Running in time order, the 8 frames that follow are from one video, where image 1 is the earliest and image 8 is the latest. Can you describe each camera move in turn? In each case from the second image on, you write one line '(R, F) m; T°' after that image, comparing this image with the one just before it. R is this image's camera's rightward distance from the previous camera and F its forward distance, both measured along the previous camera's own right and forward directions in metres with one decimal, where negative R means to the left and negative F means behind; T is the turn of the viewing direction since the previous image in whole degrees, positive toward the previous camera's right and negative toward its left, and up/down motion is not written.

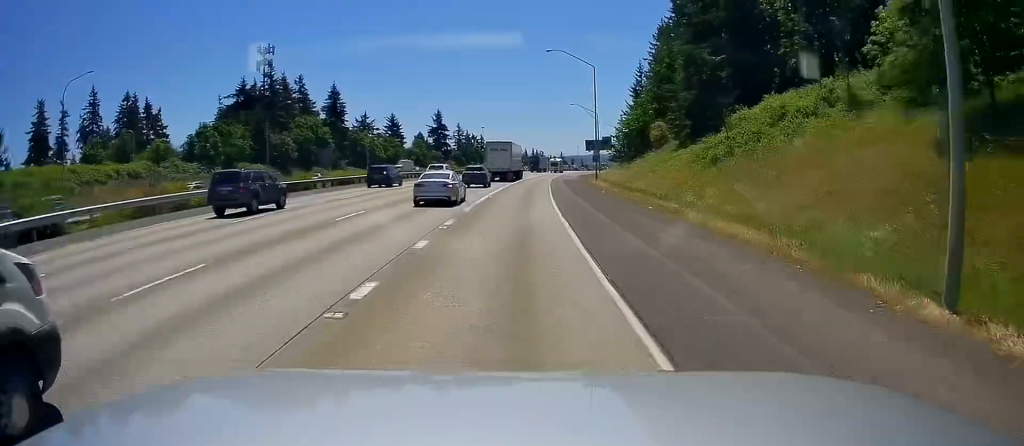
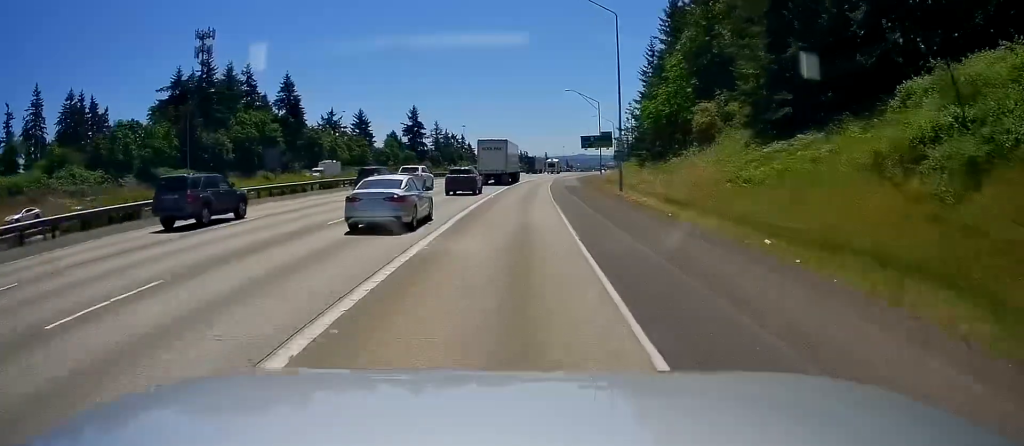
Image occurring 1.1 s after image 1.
(+0.5, +24.9) m; +2°
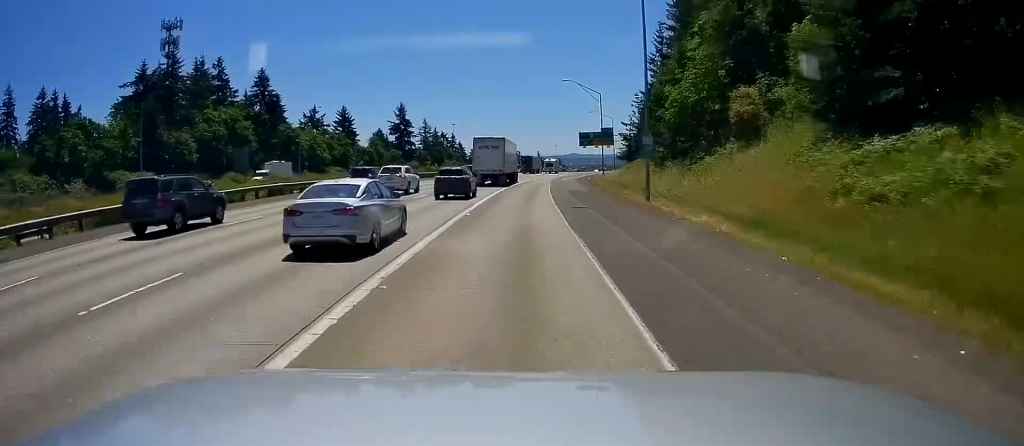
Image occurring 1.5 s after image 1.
(+0.1, +11.5) m; +1°
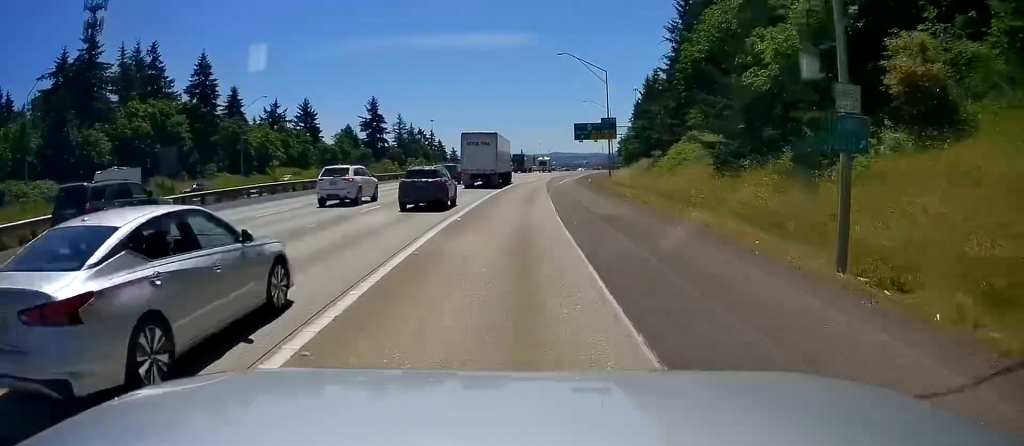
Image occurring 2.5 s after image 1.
(+0.3, +21.4) m; +2°
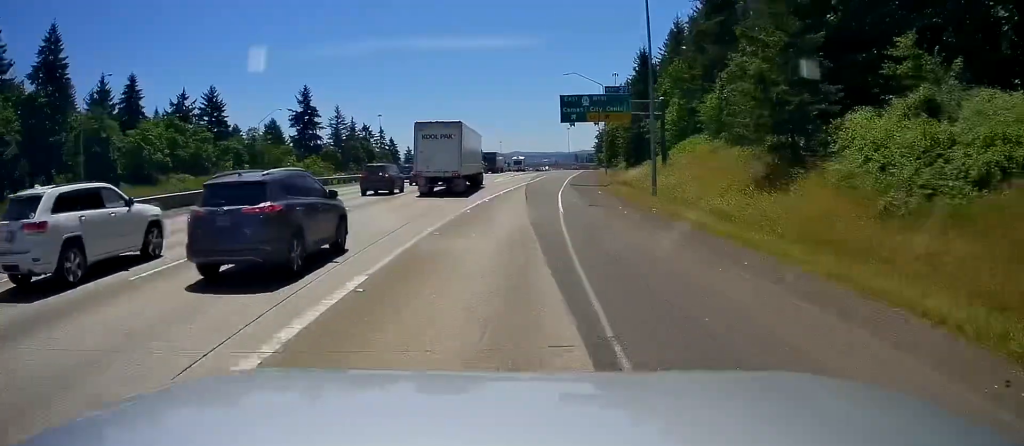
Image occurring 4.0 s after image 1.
(+1.4, +37.1) m; +4°
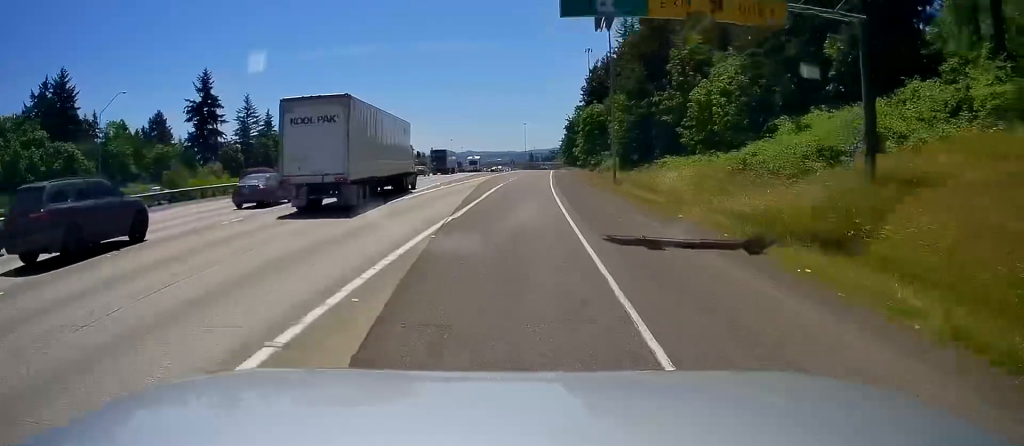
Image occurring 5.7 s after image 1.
(+1.8, +40.6) m; +4°
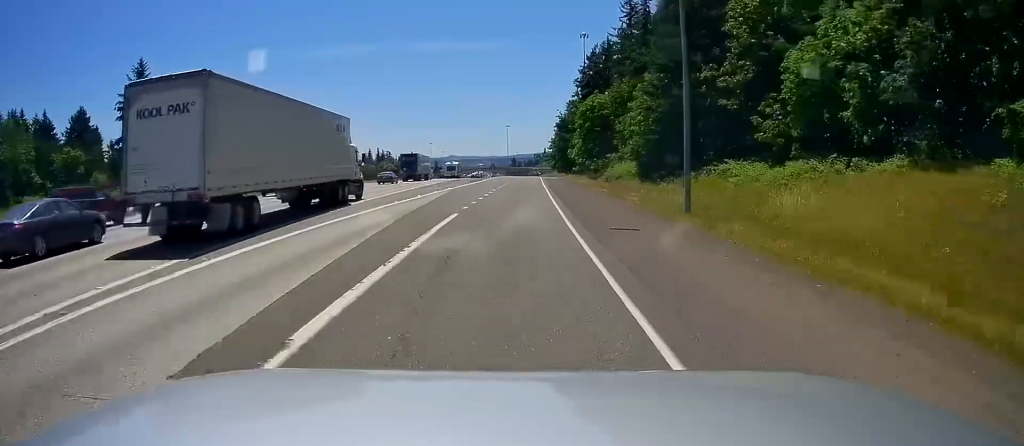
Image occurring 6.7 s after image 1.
(+0.2, +24.3) m; +1°
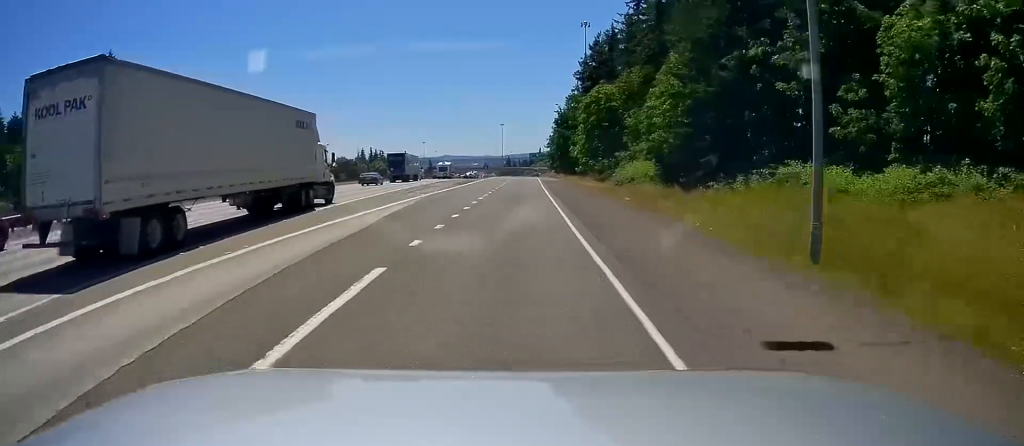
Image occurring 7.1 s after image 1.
(0.0, +11.0) m; +1°
